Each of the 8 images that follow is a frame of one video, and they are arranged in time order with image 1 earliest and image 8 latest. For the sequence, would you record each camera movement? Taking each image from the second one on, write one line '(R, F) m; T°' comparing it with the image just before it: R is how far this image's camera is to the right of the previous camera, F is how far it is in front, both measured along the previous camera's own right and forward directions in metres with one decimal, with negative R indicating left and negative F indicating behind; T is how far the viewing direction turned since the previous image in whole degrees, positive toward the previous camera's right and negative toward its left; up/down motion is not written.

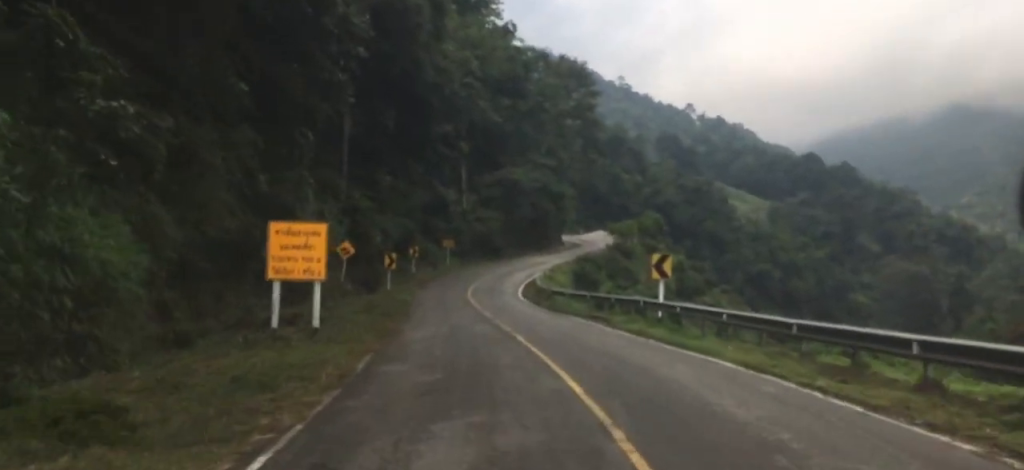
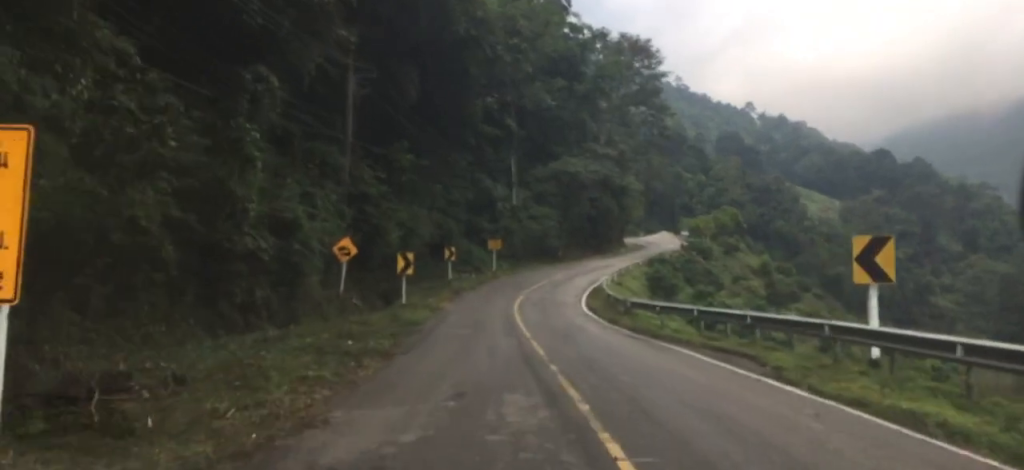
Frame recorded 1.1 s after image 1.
(+0.6, +12.3) m; +9°
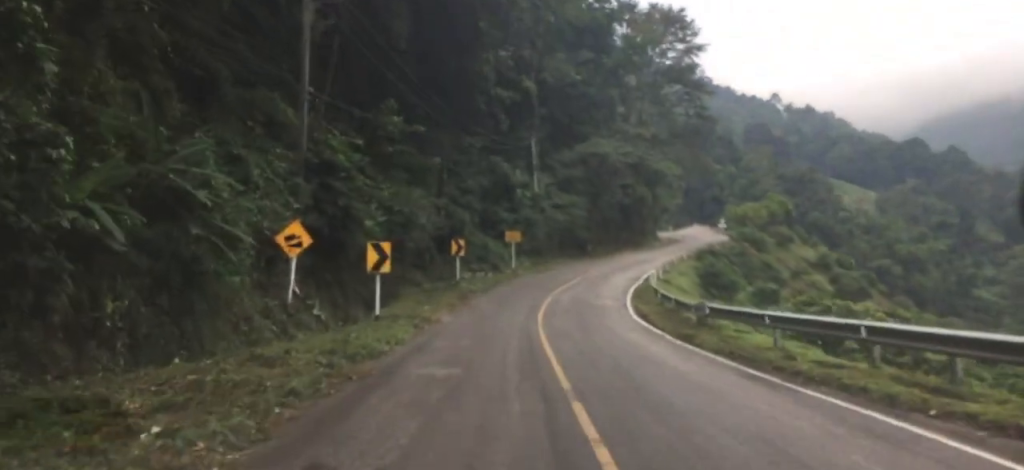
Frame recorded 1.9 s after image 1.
(+0.9, +10.1) m; +4°
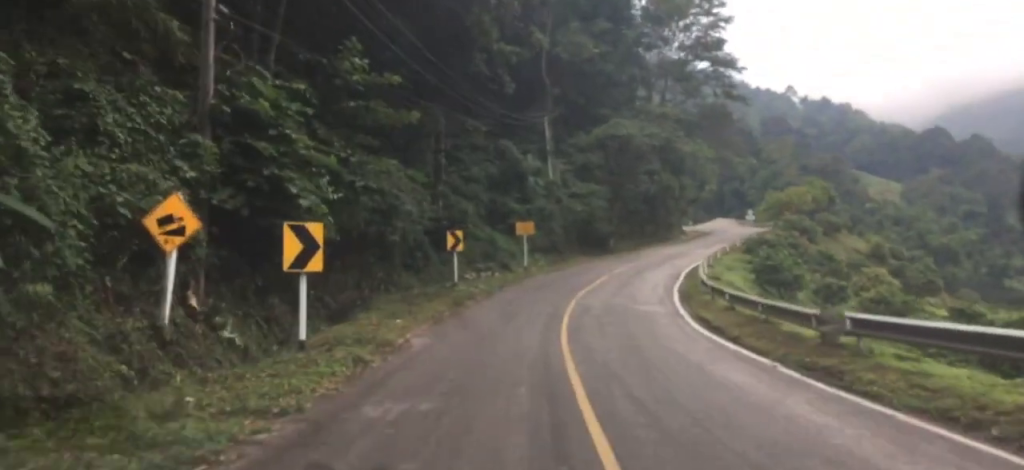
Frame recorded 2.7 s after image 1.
(+0.1, +8.6) m; -2°
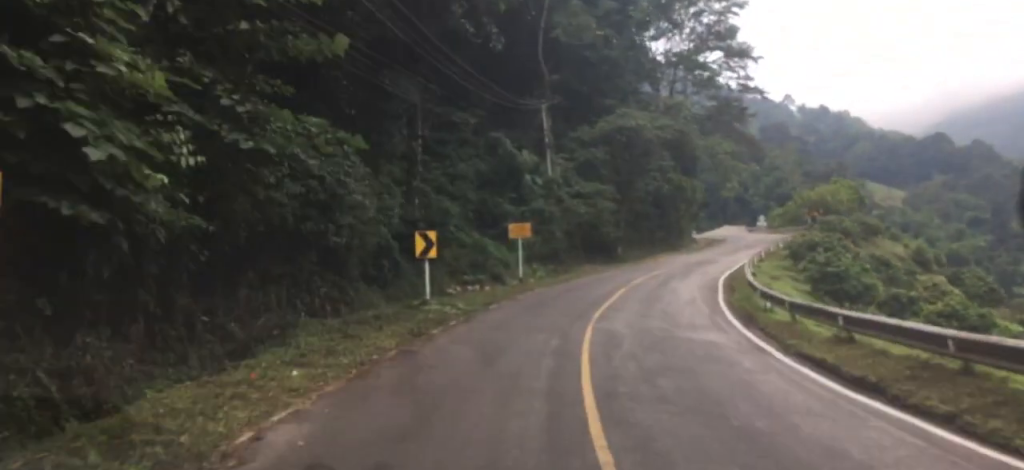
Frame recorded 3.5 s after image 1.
(-0.3, +8.2) m; -4°
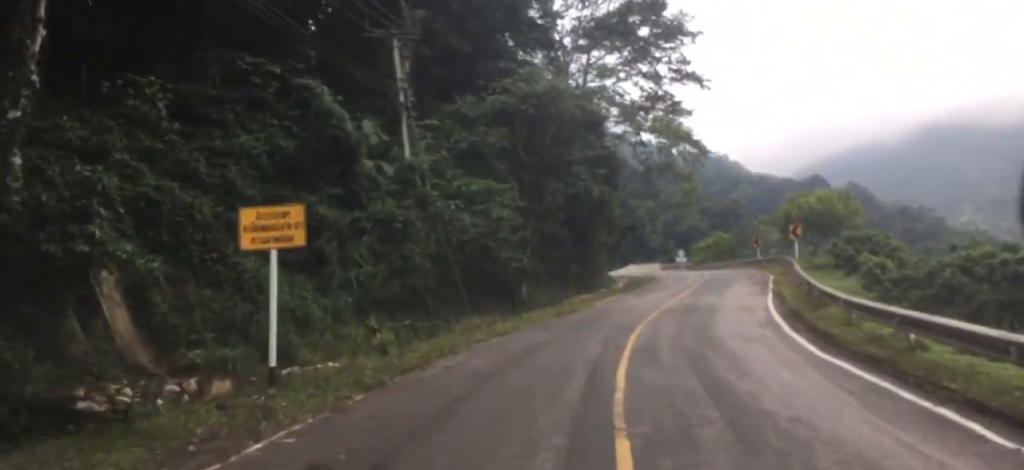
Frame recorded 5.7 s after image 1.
(-1.1, +21.3) m; -3°
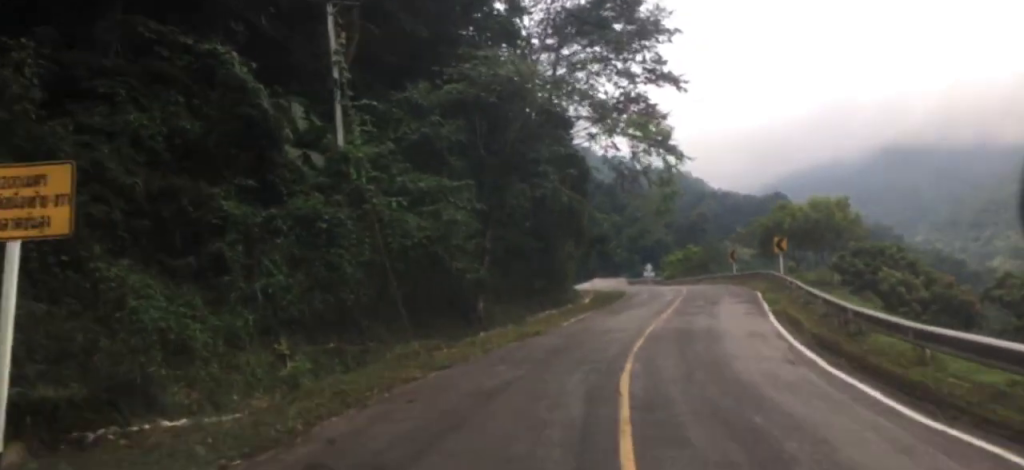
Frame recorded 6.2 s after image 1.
(-0.5, +4.6) m; +1°
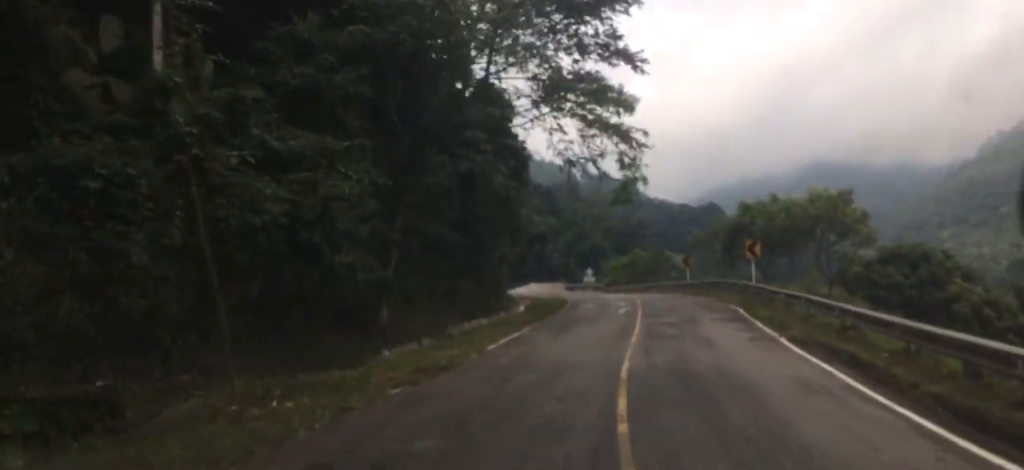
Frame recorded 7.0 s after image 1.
(+0.8, +7.4) m; +5°
